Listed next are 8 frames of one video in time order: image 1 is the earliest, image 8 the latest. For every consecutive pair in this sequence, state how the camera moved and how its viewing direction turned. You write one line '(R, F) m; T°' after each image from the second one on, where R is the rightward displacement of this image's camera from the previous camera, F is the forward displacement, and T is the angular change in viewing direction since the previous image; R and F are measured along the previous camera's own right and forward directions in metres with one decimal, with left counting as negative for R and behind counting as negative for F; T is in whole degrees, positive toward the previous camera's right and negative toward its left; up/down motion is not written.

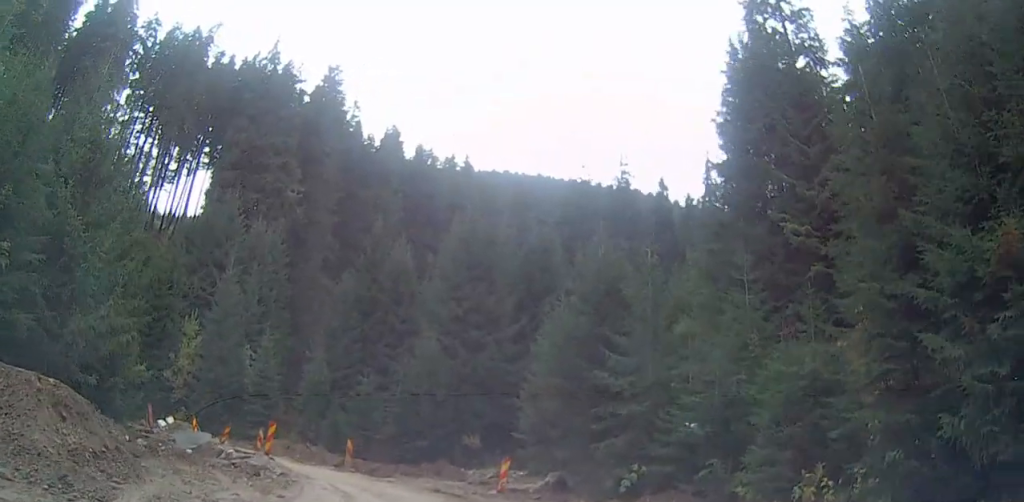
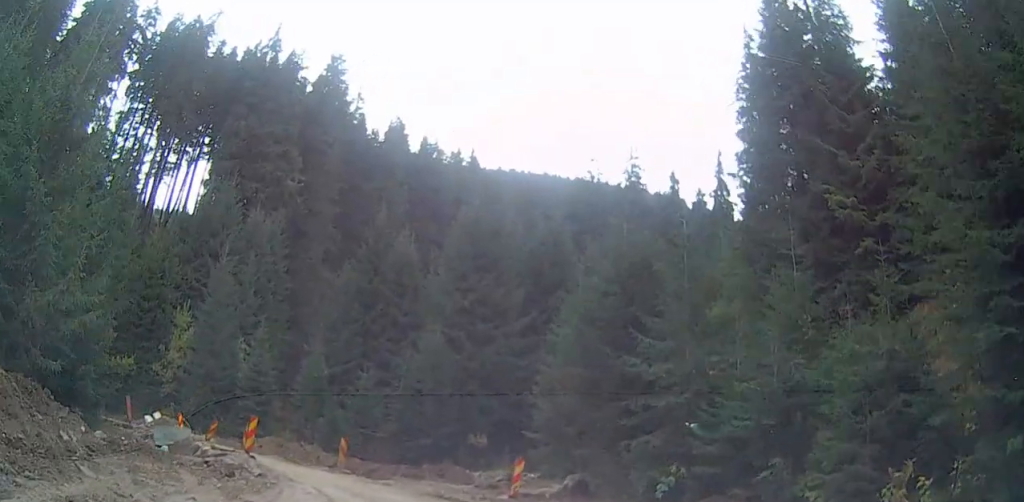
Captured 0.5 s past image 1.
(+0.7, +2.5) m; +1°
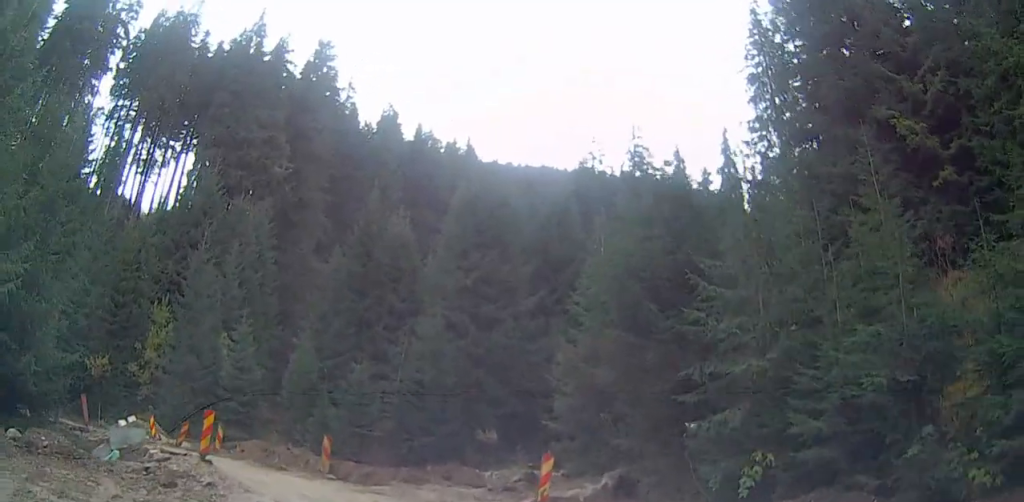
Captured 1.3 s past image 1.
(-0.8, +3.8) m; +2°
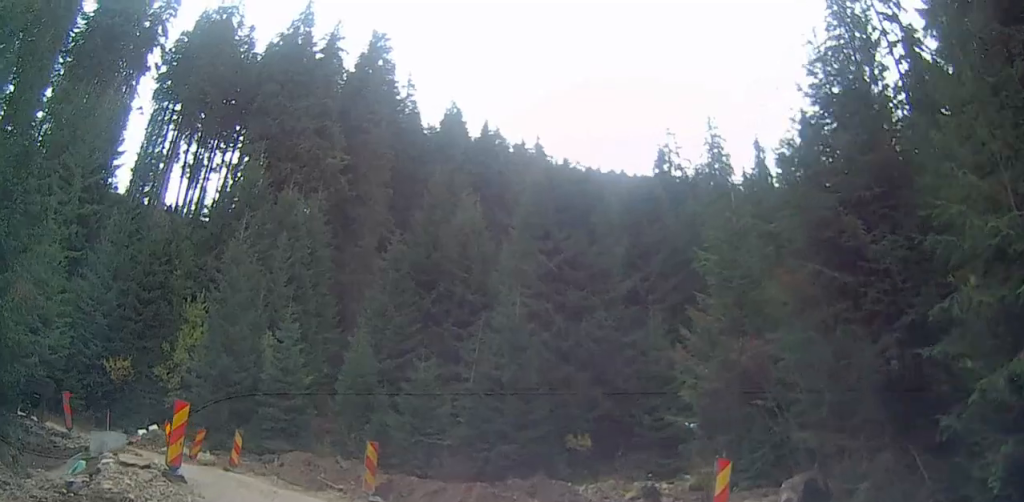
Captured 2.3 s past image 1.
(+0.6, +5.0) m; 0°
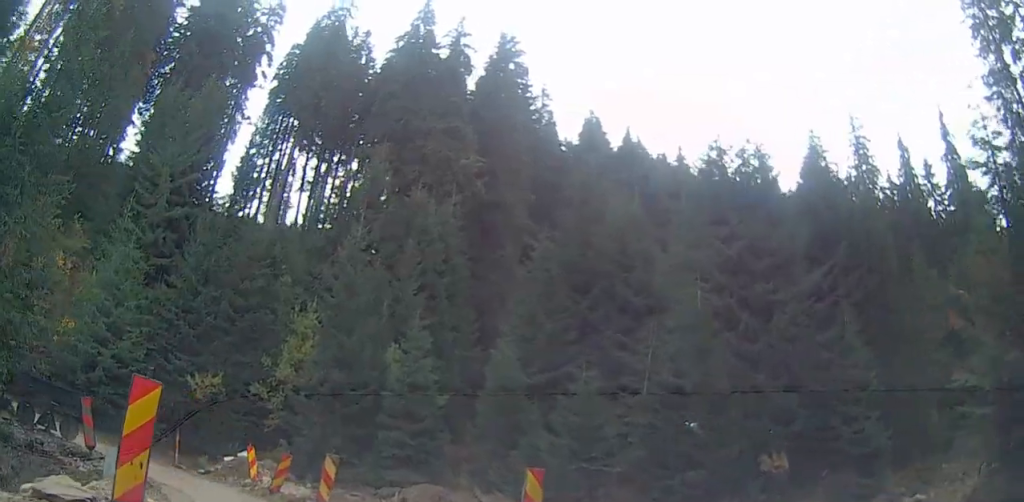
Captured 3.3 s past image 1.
(-0.6, +5.3) m; -13°
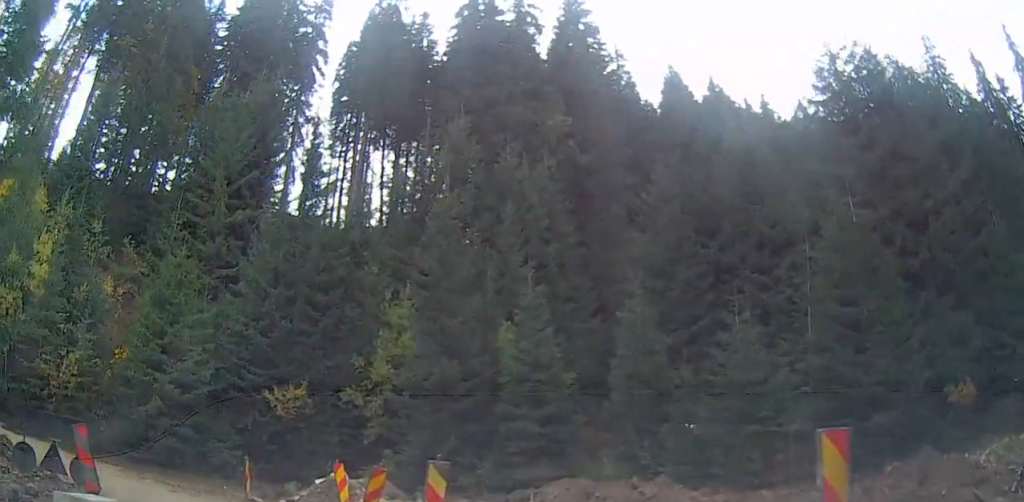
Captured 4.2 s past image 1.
(-0.4, +4.6) m; -6°
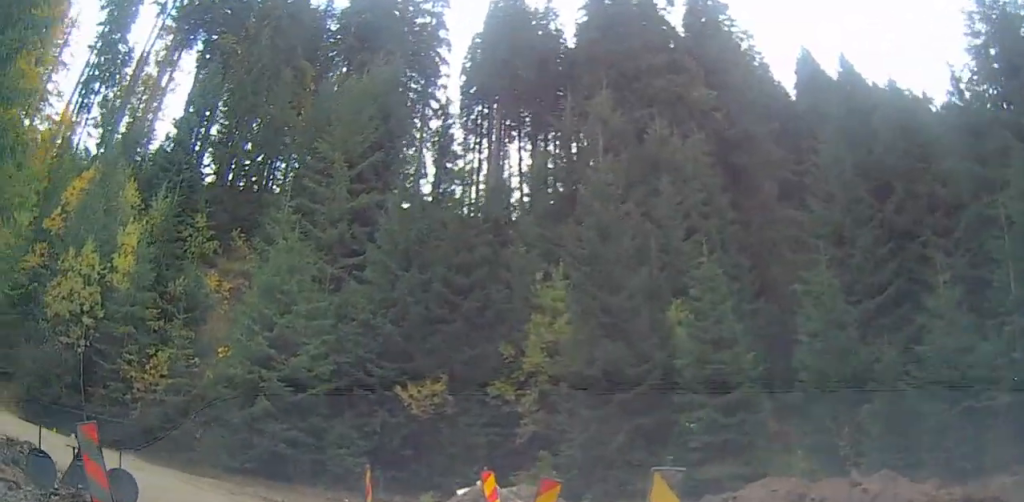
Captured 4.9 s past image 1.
(0.0, +3.8) m; -4°
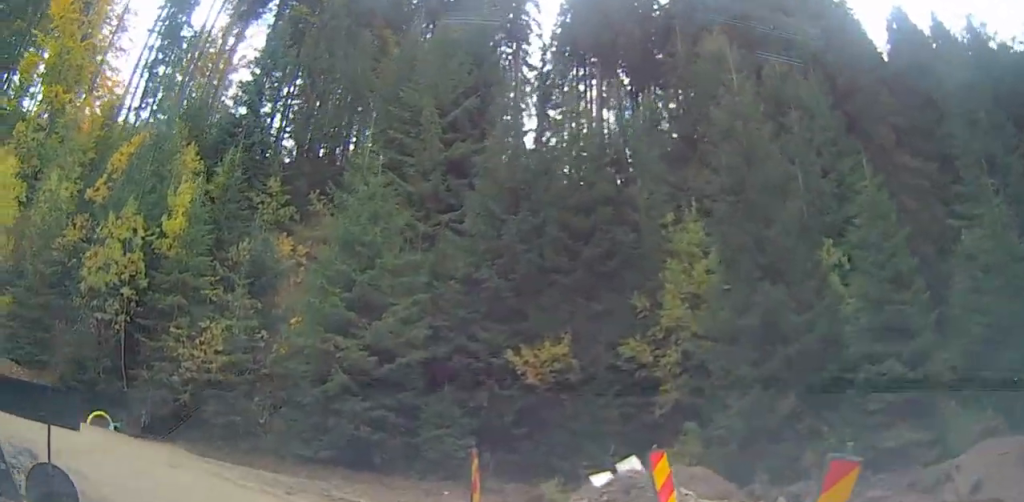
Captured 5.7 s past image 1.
(0.0, +4.3) m; -10°
